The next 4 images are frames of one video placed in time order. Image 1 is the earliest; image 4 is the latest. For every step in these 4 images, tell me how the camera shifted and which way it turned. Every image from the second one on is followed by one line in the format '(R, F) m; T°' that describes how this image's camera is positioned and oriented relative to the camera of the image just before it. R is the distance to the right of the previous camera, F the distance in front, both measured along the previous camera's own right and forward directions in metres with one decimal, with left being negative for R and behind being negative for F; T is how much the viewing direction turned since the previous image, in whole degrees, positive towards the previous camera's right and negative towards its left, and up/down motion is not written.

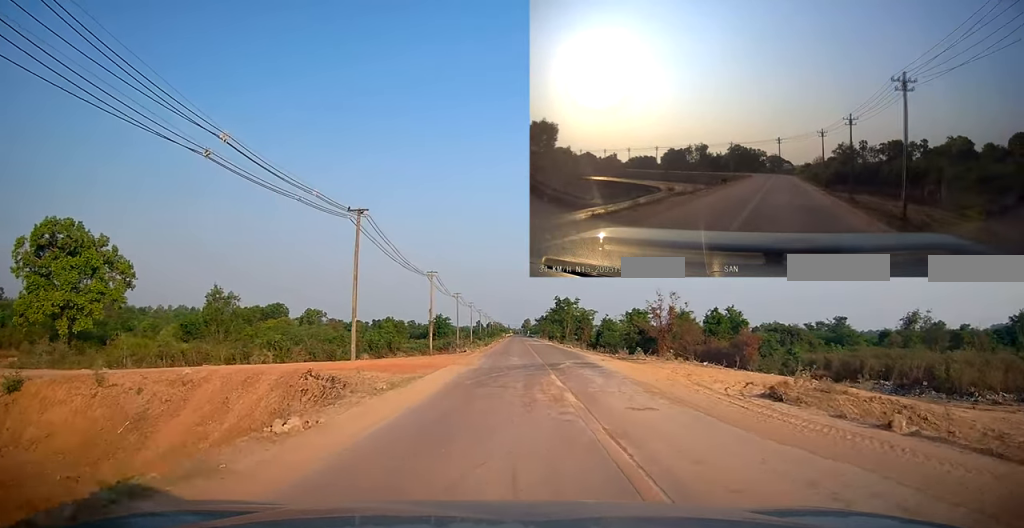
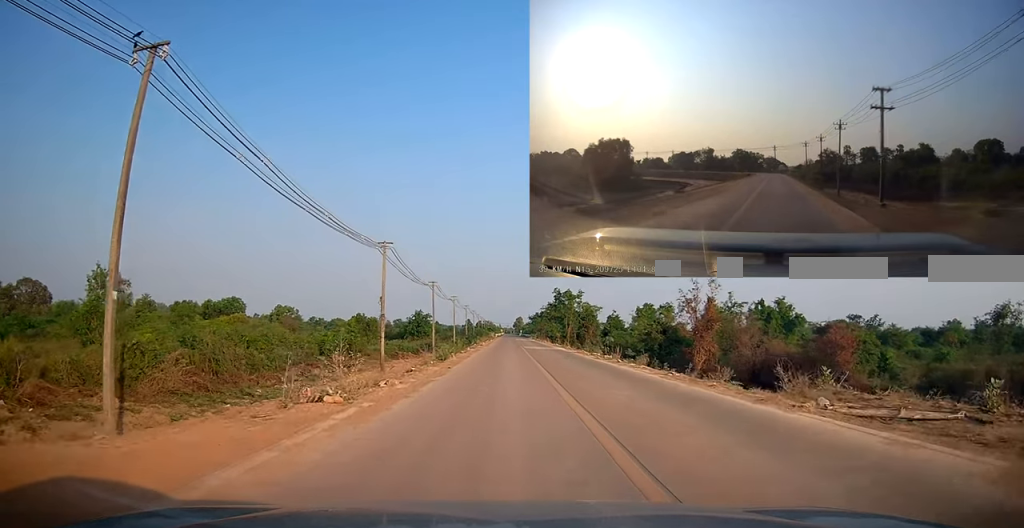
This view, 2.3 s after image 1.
(-0.1, +25.5) m; -1°
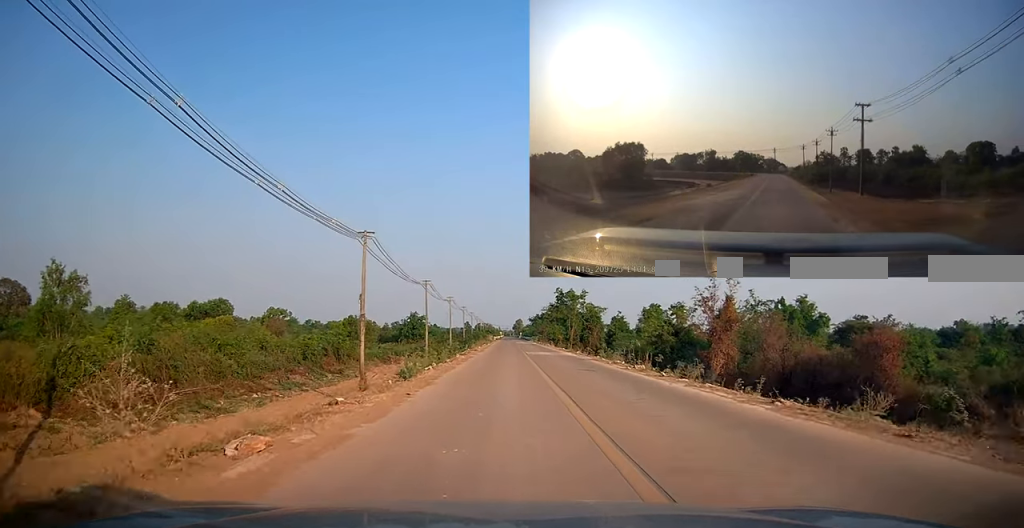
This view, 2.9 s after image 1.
(-0.3, +7.4) m; +1°
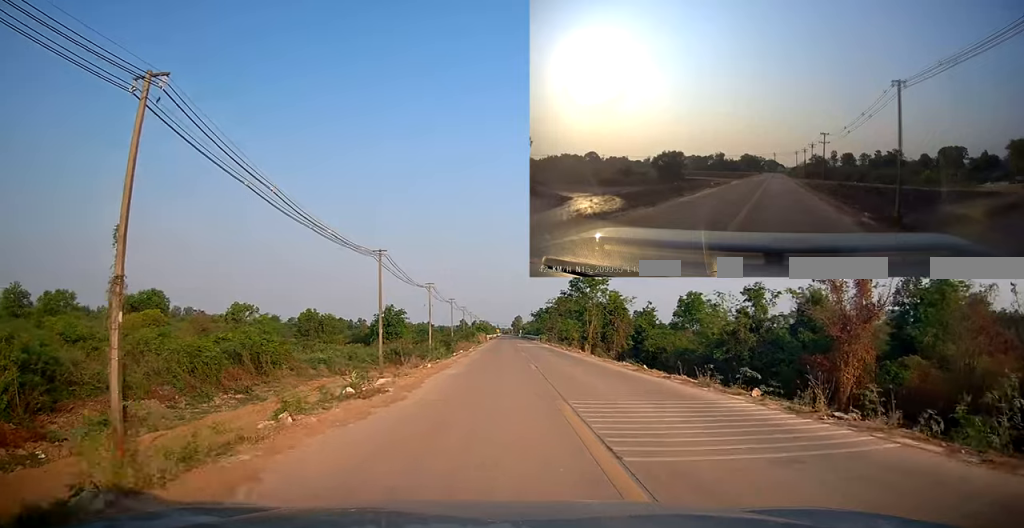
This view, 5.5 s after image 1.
(0.0, +31.1) m; -2°
